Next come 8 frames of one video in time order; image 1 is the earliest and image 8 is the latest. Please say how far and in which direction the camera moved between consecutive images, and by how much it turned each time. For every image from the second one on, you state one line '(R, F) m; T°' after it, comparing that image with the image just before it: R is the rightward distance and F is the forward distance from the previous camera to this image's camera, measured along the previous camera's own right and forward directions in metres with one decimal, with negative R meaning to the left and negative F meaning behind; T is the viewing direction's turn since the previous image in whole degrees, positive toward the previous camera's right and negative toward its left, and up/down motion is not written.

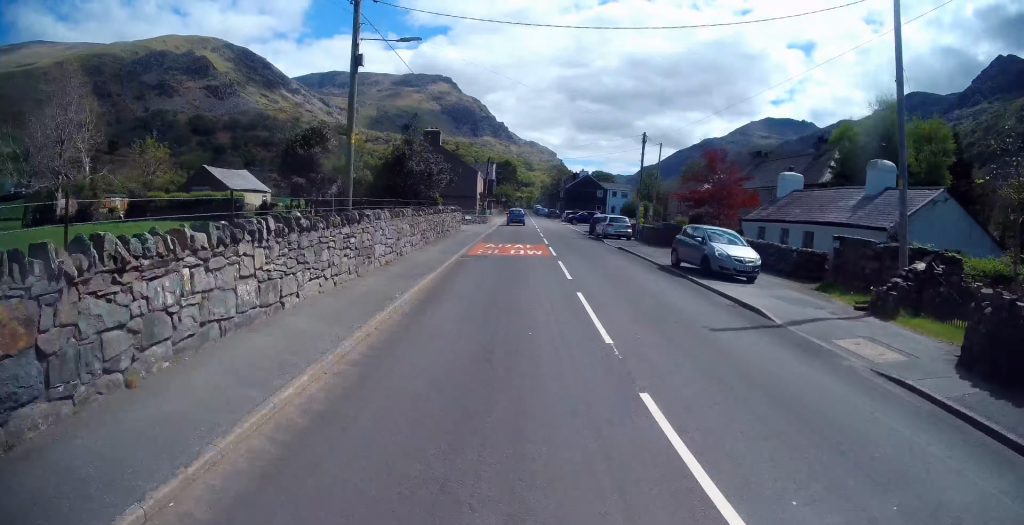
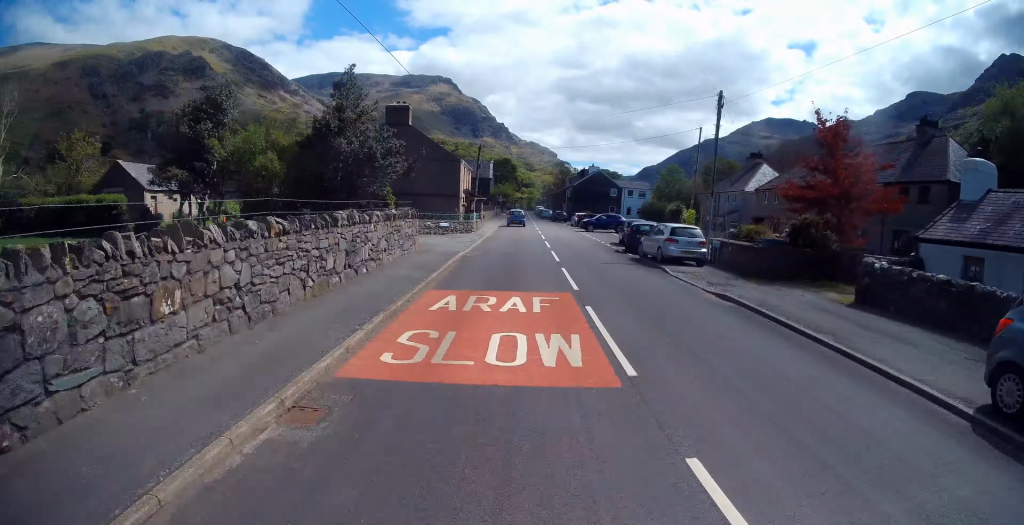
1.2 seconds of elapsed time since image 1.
(-0.3, +14.1) m; 0°
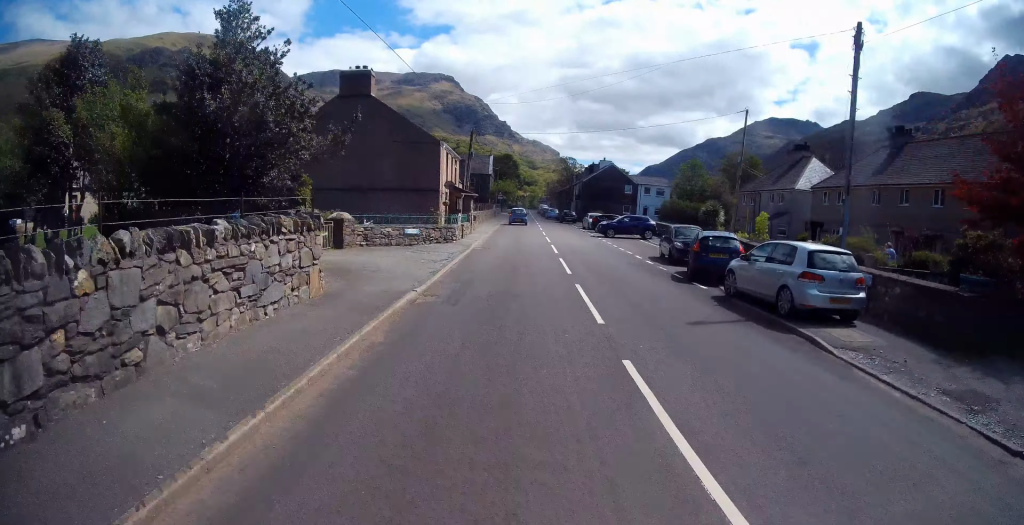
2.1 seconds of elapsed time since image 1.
(+0.1, +9.9) m; +1°
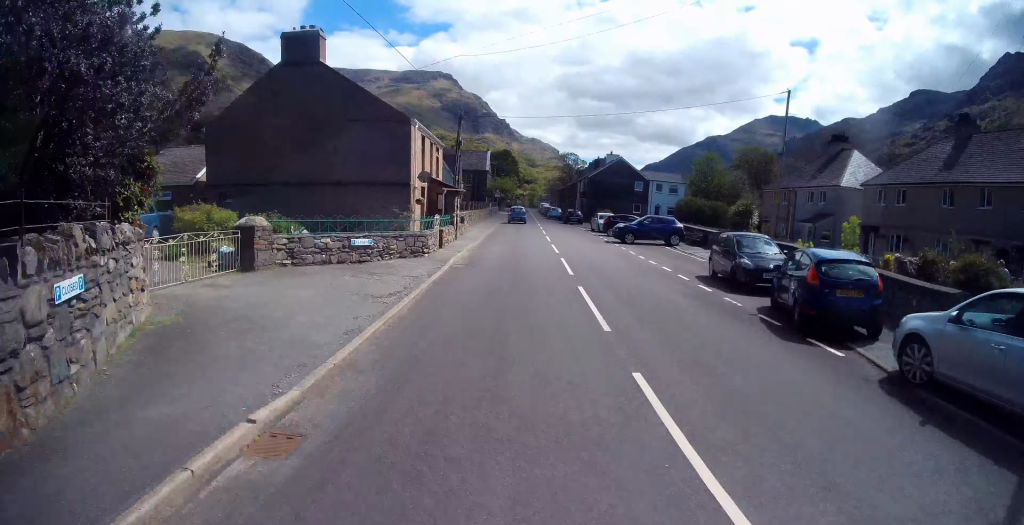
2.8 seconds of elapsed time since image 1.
(+0.2, +6.8) m; +1°
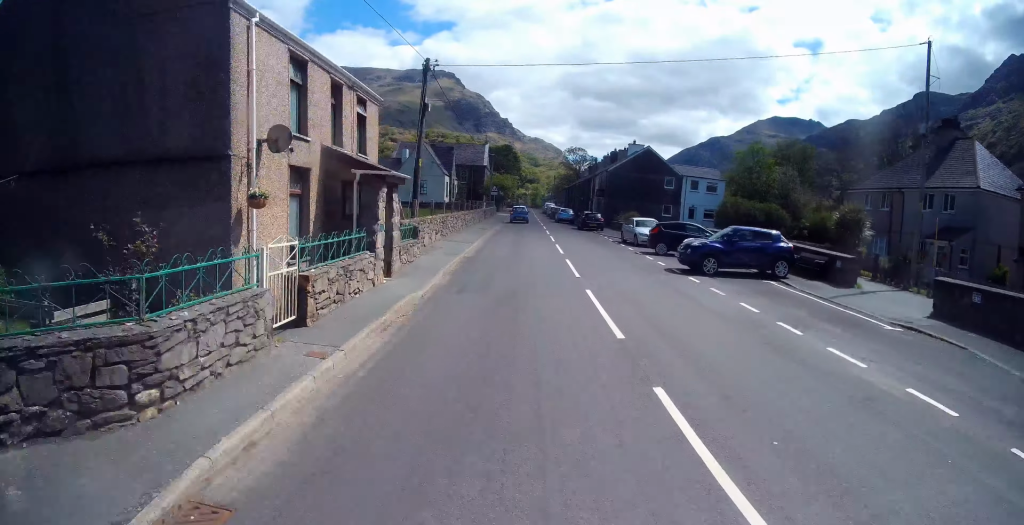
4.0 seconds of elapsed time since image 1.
(-0.1, +12.9) m; 0°
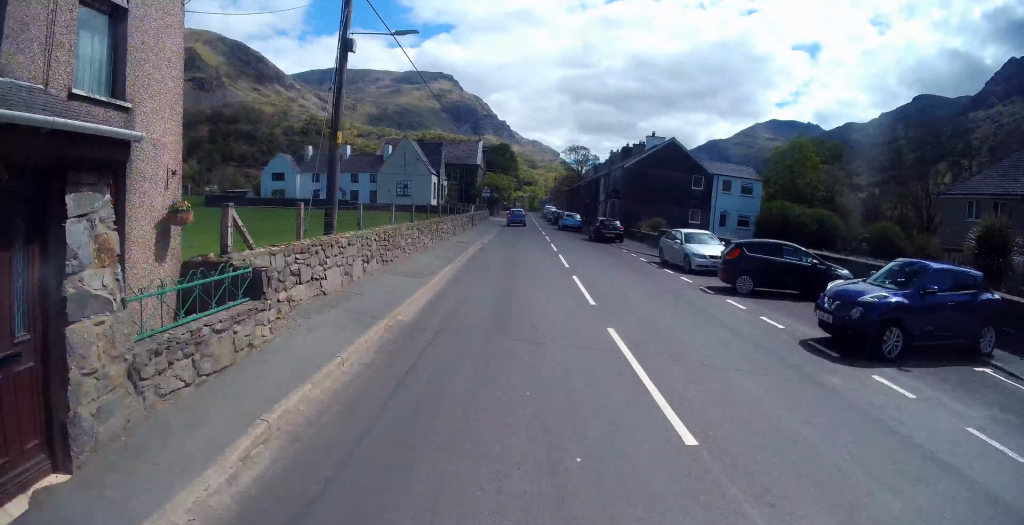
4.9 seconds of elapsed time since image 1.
(+0.1, +9.3) m; -2°
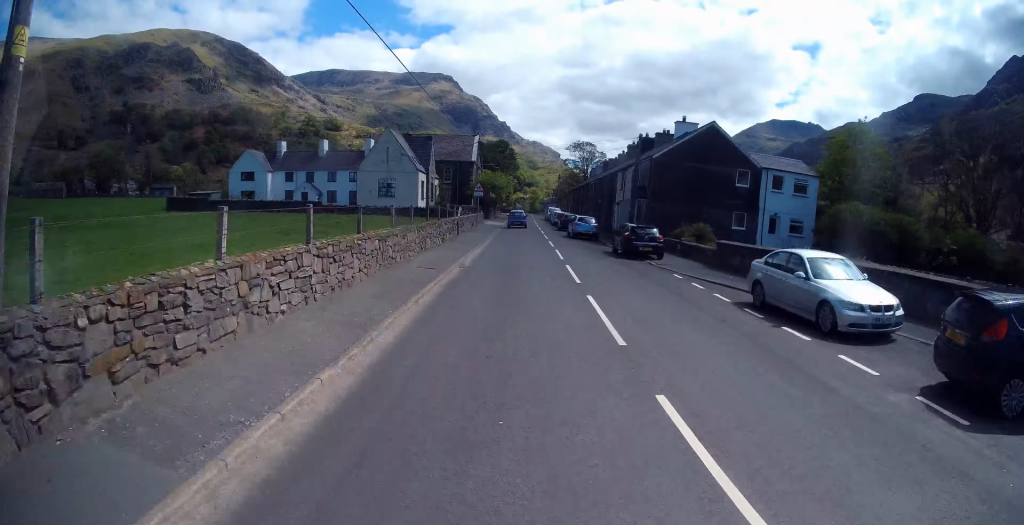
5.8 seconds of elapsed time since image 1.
(-0.4, +8.8) m; -2°
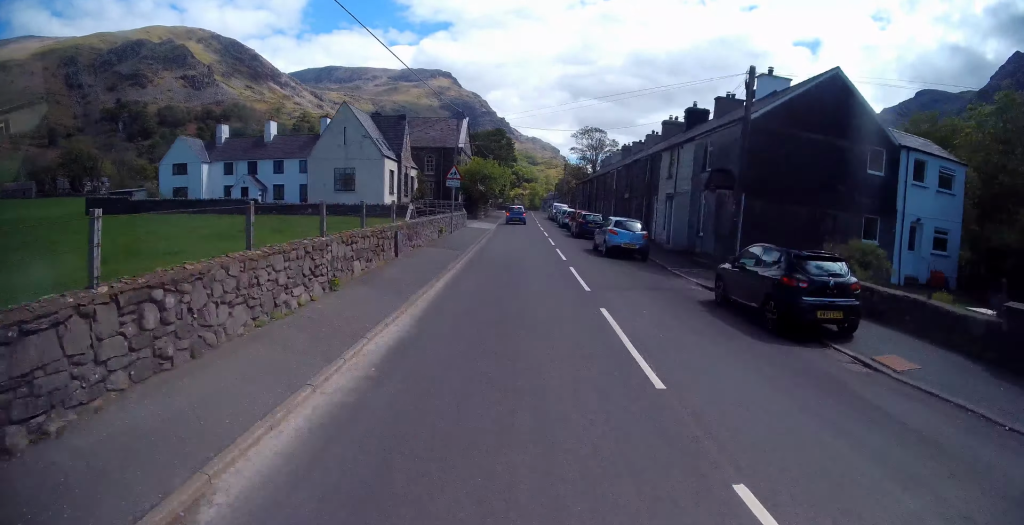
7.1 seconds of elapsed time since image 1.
(+0.2, +13.7) m; +3°
